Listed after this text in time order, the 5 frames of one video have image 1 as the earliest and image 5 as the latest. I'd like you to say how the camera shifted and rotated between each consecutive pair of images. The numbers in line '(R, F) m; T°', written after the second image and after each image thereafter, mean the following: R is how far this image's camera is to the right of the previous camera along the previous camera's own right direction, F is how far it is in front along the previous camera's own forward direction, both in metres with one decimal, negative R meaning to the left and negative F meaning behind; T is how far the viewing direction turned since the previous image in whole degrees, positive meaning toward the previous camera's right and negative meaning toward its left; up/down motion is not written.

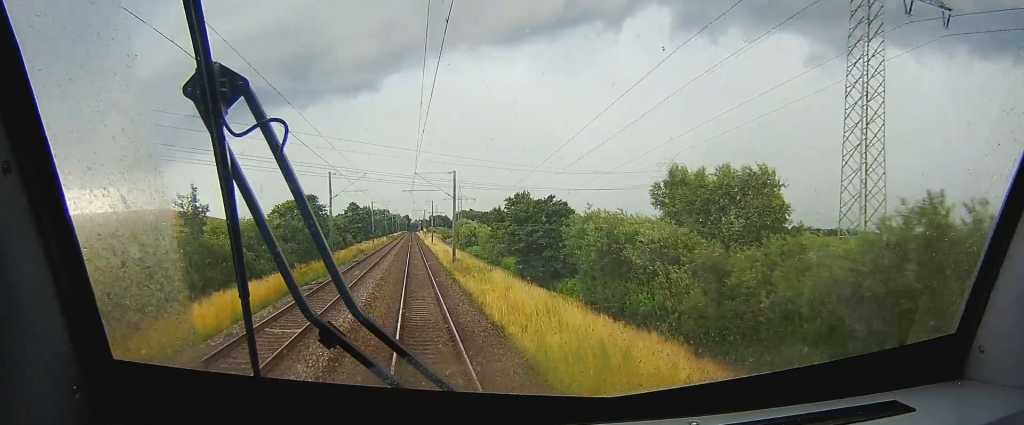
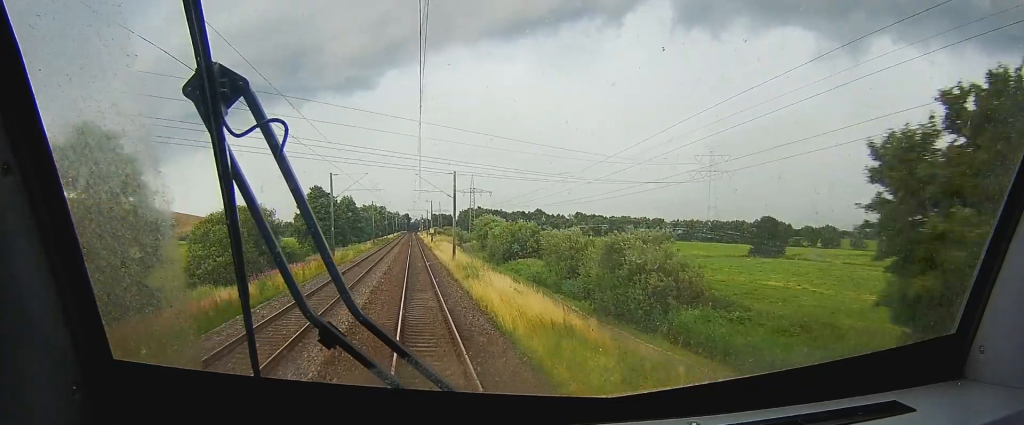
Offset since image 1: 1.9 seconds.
(0.0, +65.5) m; 0°
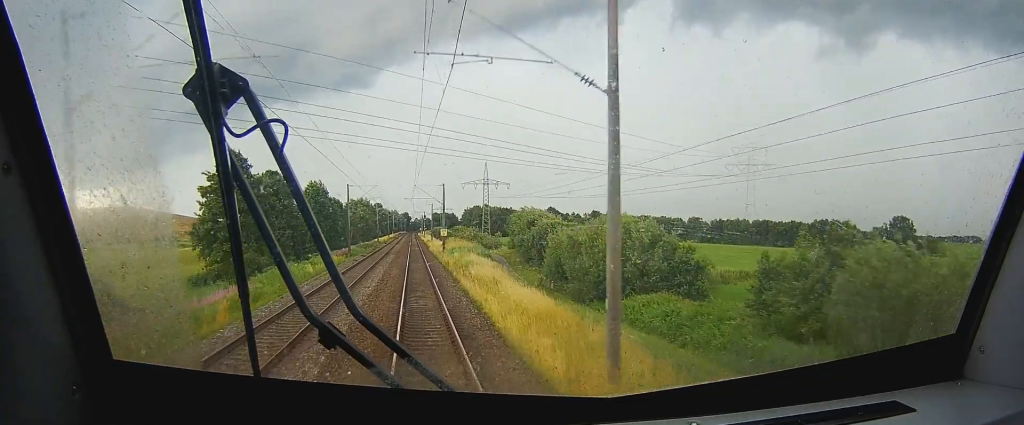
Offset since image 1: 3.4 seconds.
(0.0, +48.9) m; 0°
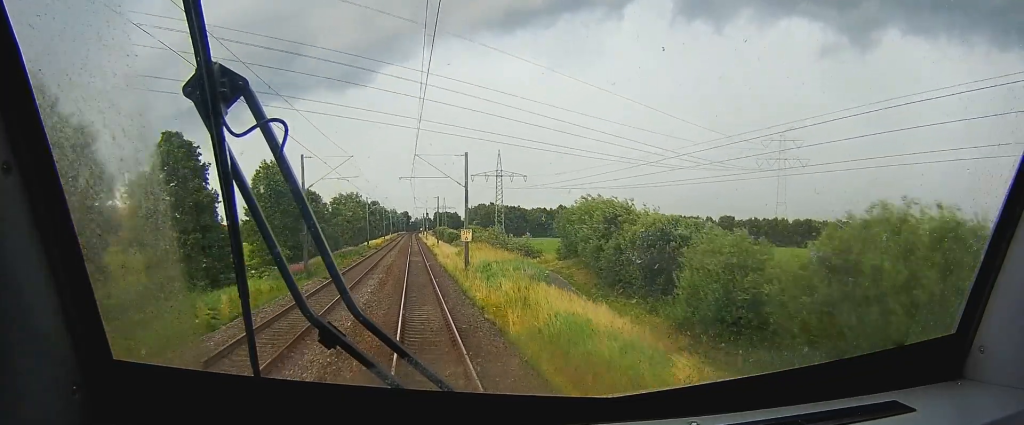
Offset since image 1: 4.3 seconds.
(0.0, +32.5) m; 0°
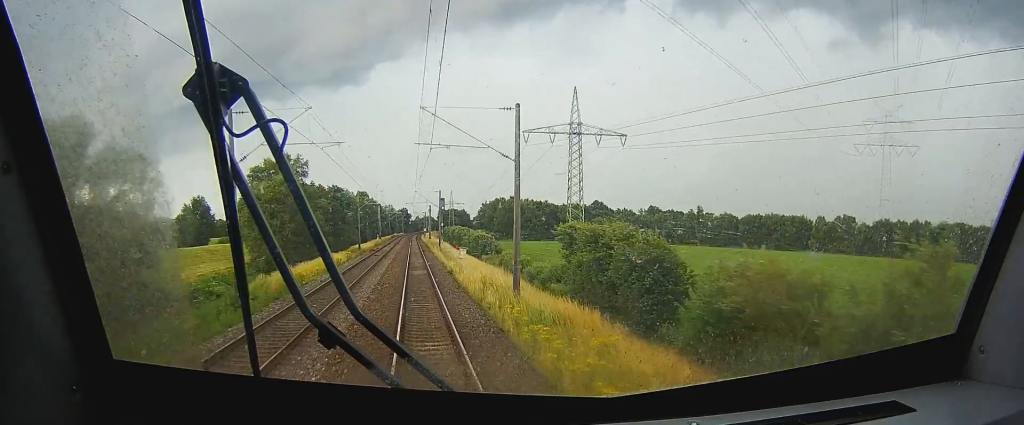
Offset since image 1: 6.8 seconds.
(+0.1, +83.1) m; 0°
